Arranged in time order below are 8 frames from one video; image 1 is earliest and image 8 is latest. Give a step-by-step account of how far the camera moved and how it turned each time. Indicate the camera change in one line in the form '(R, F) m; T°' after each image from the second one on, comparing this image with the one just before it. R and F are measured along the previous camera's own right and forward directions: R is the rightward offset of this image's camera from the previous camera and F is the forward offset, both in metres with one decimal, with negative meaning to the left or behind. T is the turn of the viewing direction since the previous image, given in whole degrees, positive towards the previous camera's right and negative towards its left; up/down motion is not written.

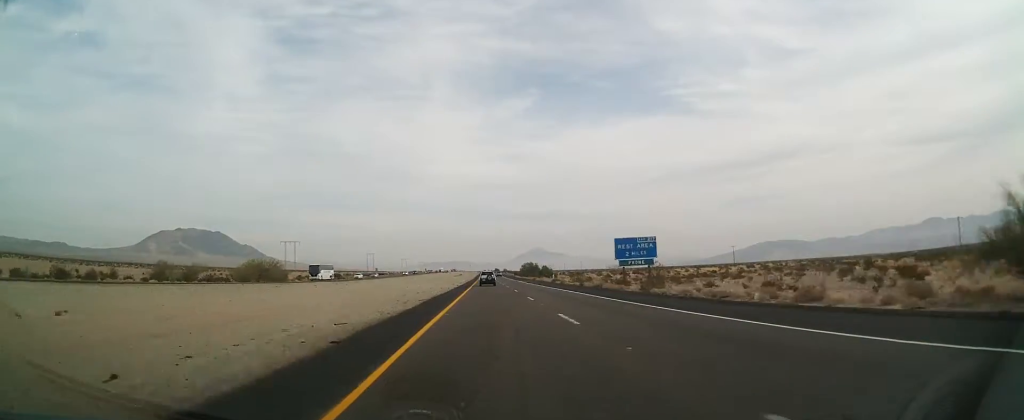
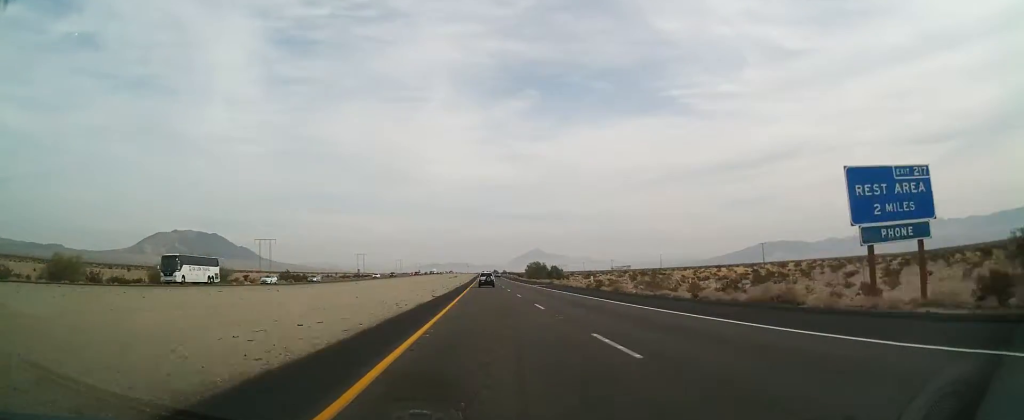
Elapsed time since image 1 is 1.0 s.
(+0.3, +35.9) m; +1°
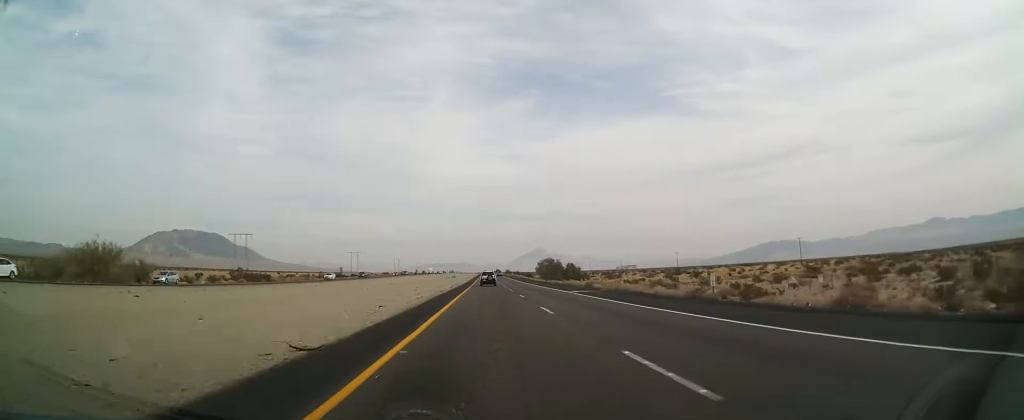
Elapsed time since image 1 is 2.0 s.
(+0.1, +32.2) m; 0°
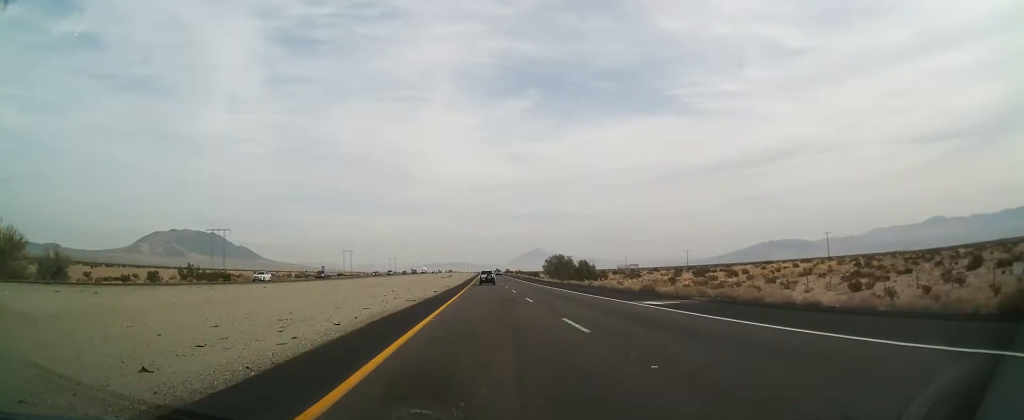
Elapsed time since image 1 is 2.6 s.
(+0.3, +21.8) m; 0°
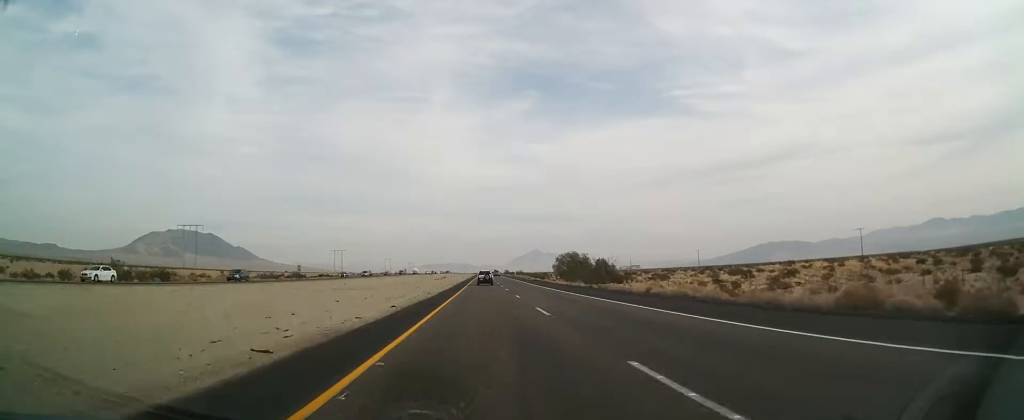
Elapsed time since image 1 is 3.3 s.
(-0.3, +23.0) m; -1°
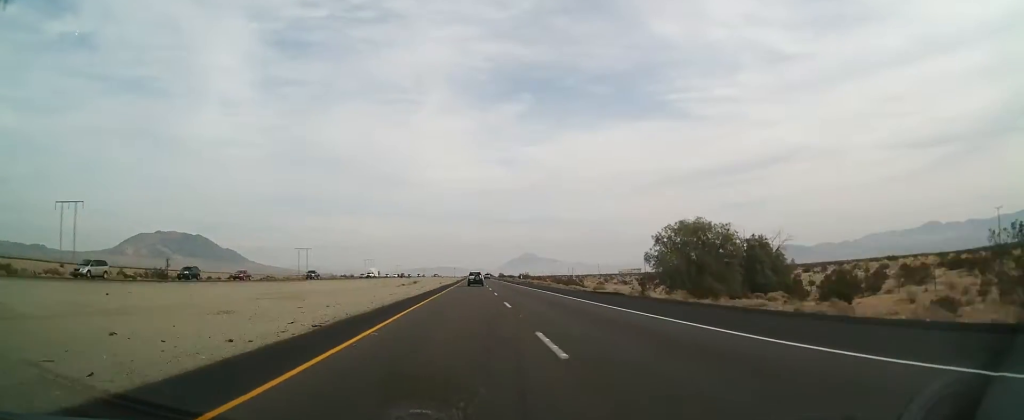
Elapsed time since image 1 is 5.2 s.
(-0.6, +68.1) m; 0°
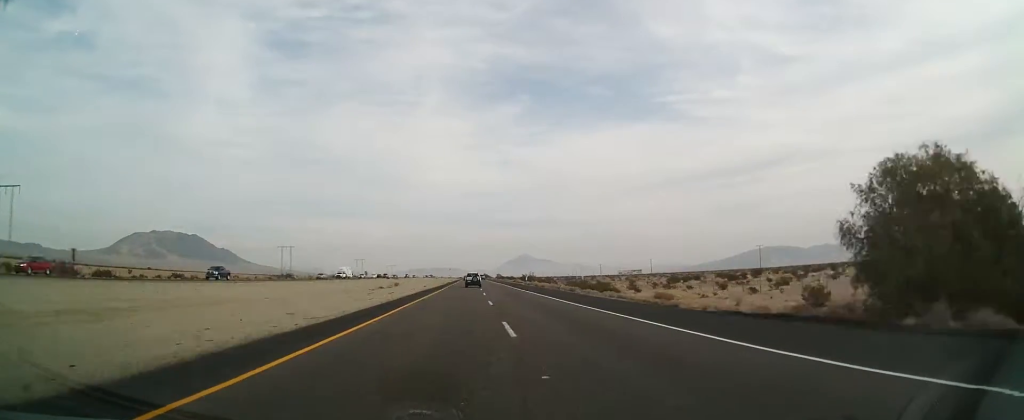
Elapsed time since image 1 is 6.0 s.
(+0.1, +25.5) m; +1°
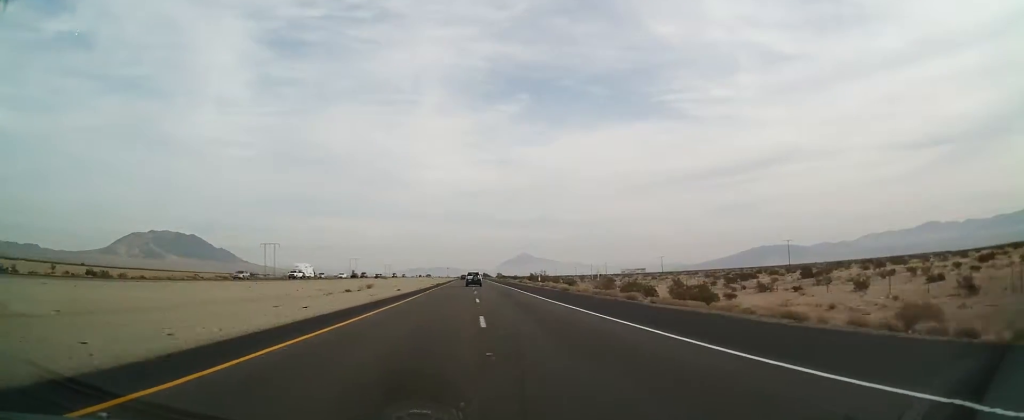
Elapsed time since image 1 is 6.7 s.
(+0.3, +26.7) m; +1°
